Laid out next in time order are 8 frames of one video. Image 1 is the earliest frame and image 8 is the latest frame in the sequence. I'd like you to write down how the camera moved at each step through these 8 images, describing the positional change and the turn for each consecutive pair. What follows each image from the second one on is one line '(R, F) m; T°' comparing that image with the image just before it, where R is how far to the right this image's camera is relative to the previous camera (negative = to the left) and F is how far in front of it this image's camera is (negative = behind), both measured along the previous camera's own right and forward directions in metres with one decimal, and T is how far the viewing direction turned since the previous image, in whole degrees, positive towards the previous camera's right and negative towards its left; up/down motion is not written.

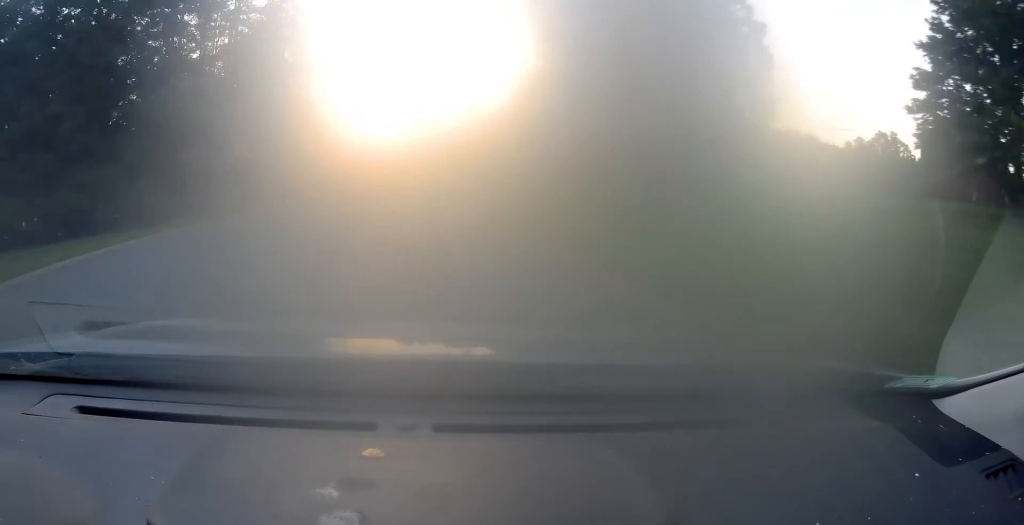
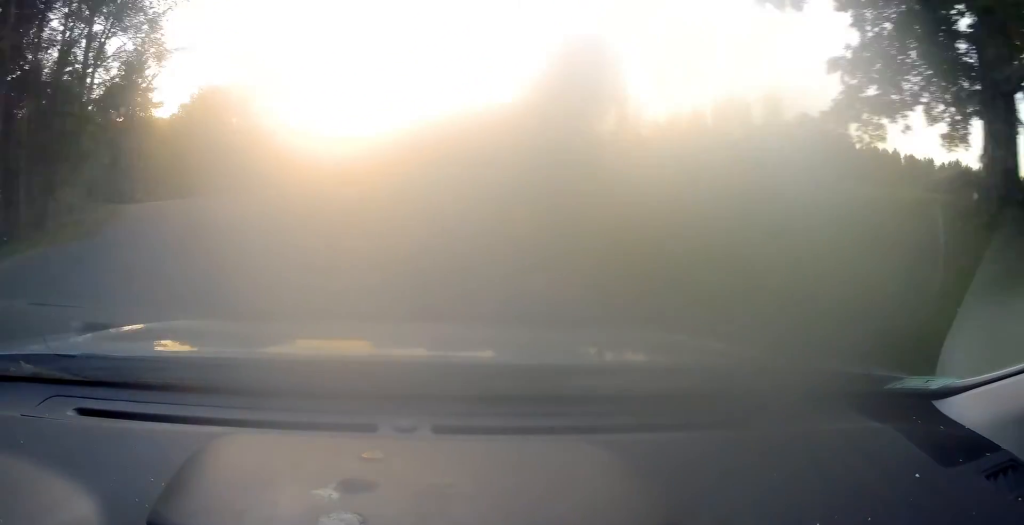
(+1.3, +35.7) m; +3°
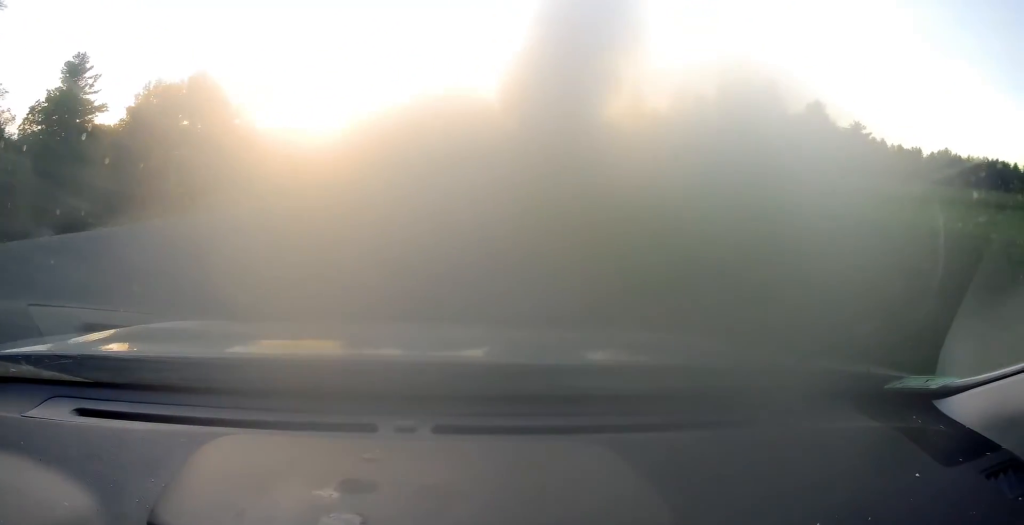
(+0.1, +14.2) m; +1°
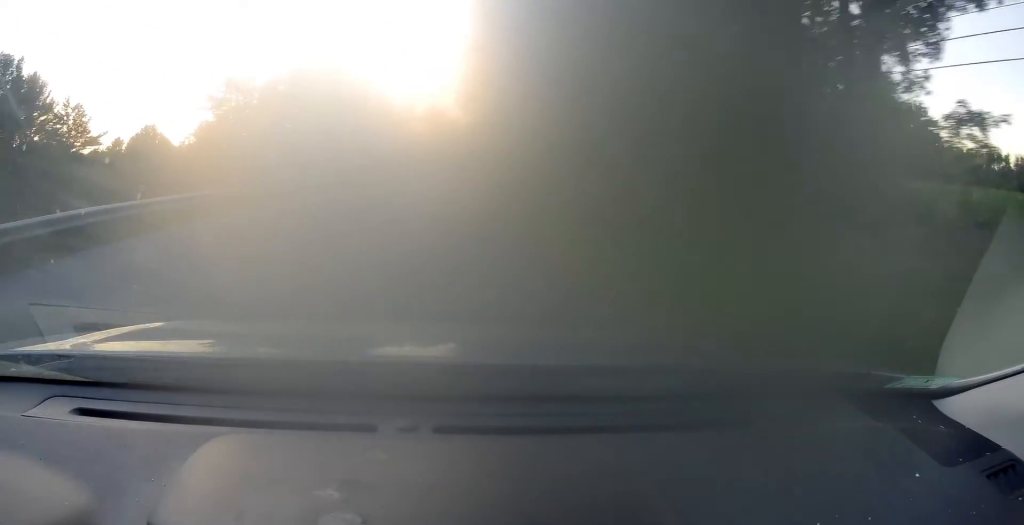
(+2.5, +39.1) m; +9°
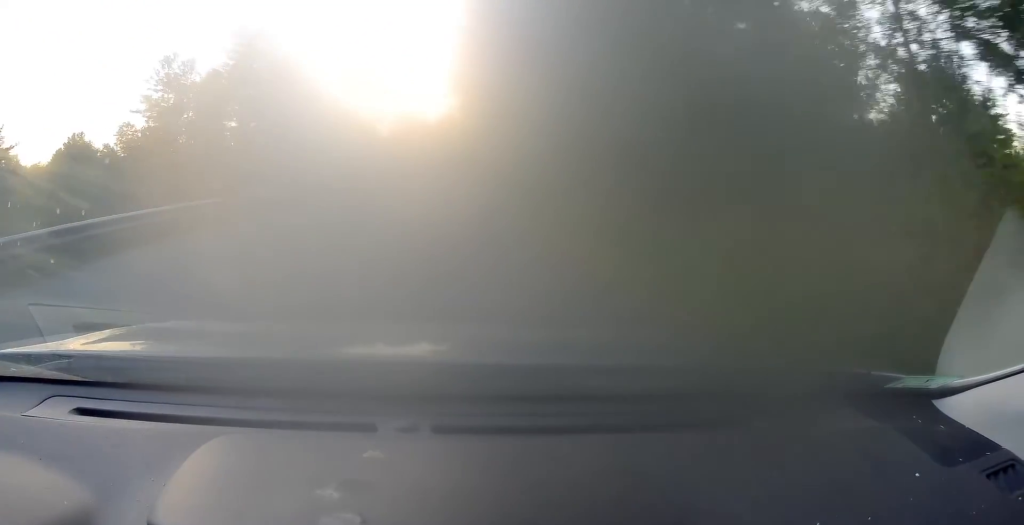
(+0.7, +18.2) m; +3°
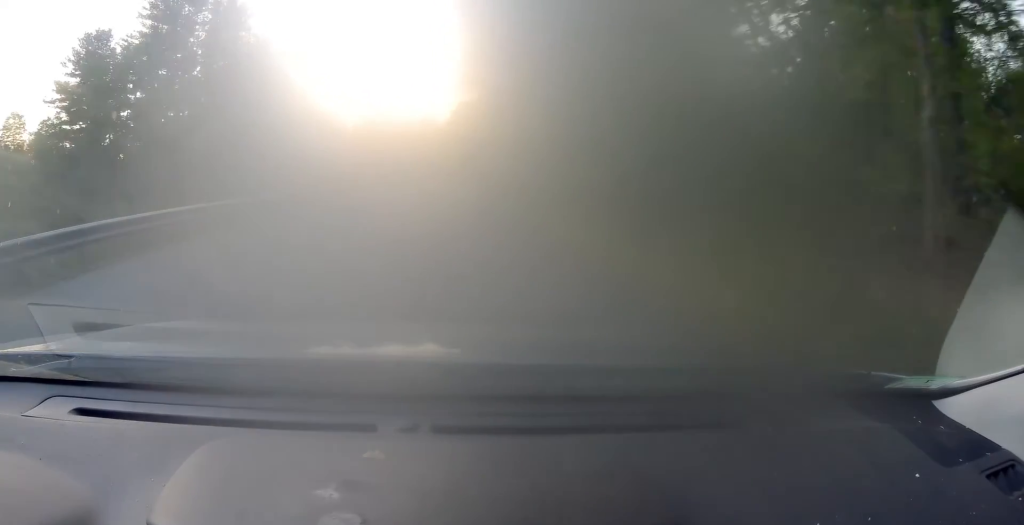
(+0.7, +20.0) m; +3°
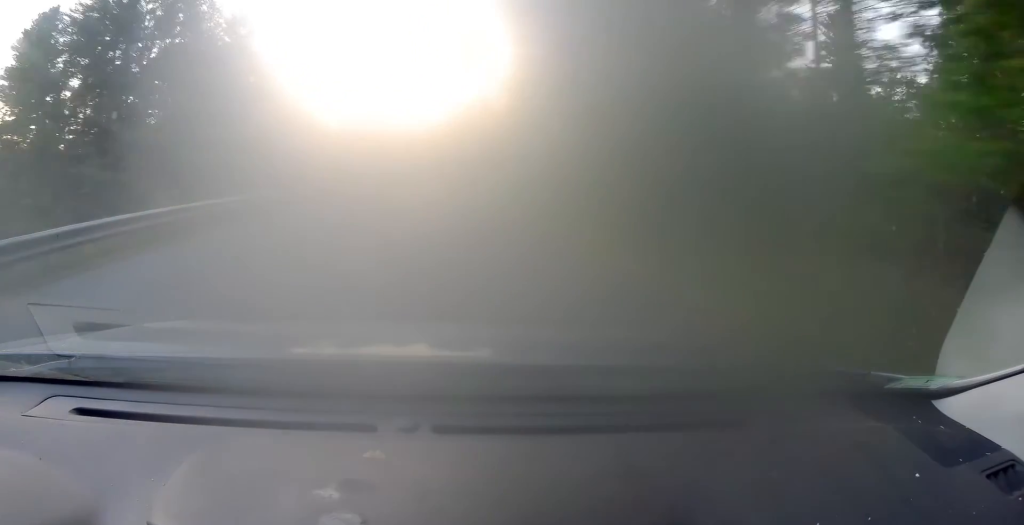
(+0.1, +10.5) m; +1°
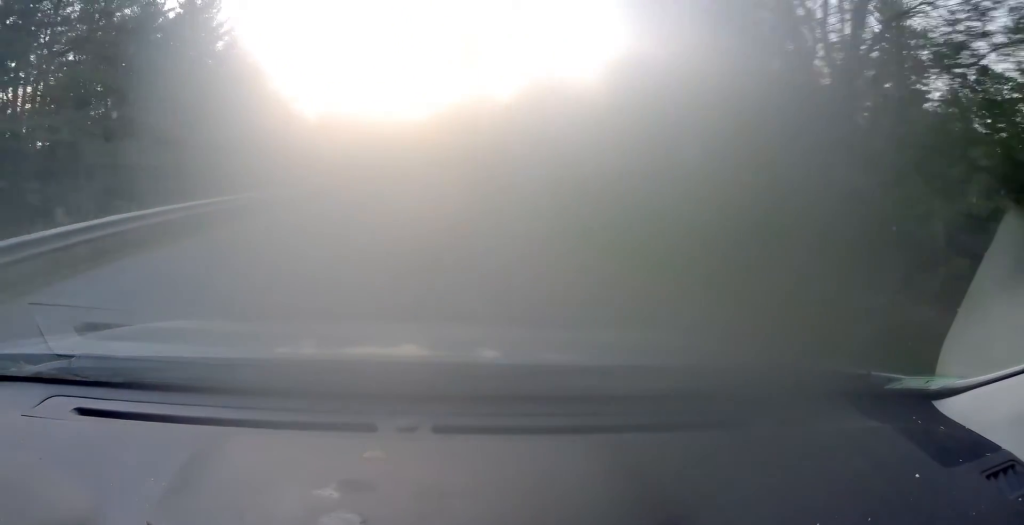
(0.0, +14.3) m; +2°
